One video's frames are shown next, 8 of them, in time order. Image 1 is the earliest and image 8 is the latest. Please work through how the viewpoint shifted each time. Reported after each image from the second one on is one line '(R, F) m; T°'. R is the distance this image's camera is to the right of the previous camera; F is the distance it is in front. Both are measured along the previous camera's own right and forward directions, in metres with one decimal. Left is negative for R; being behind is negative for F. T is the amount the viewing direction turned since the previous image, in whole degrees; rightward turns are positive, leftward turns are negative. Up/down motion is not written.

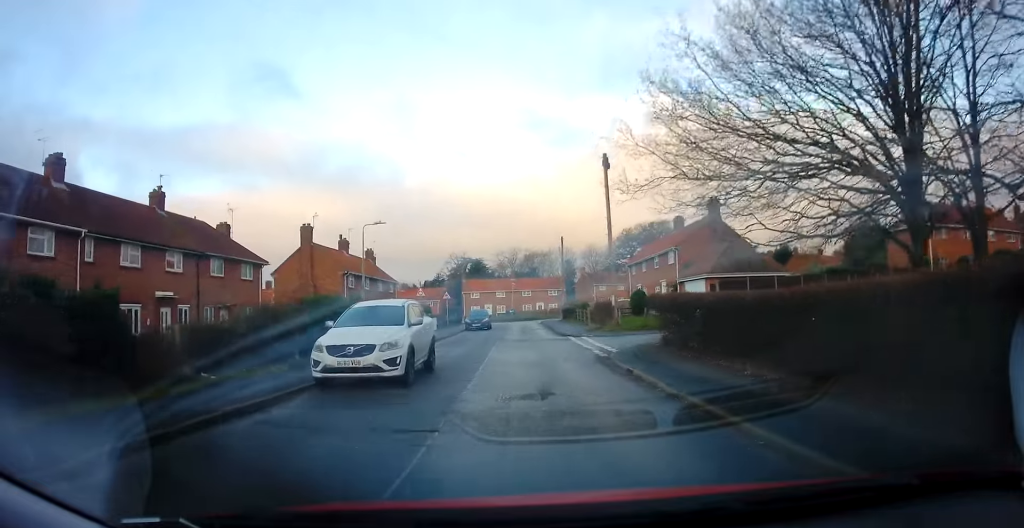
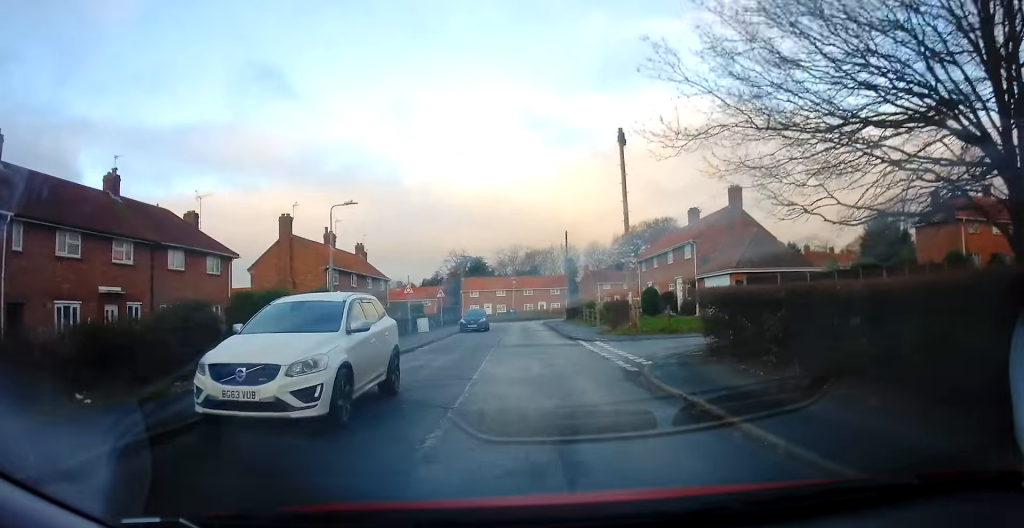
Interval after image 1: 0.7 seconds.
(-0.4, +4.1) m; 0°
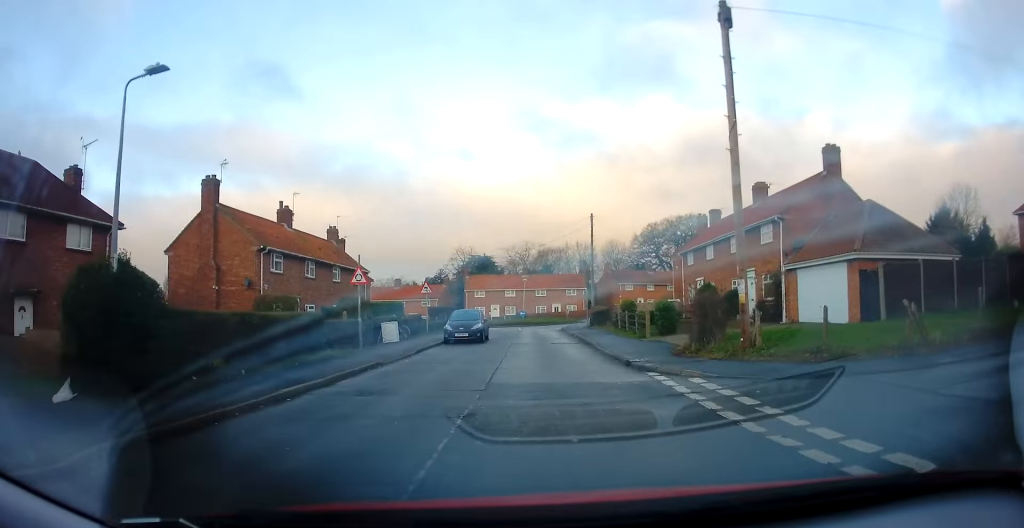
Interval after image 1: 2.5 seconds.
(+0.1, +11.1) m; -3°
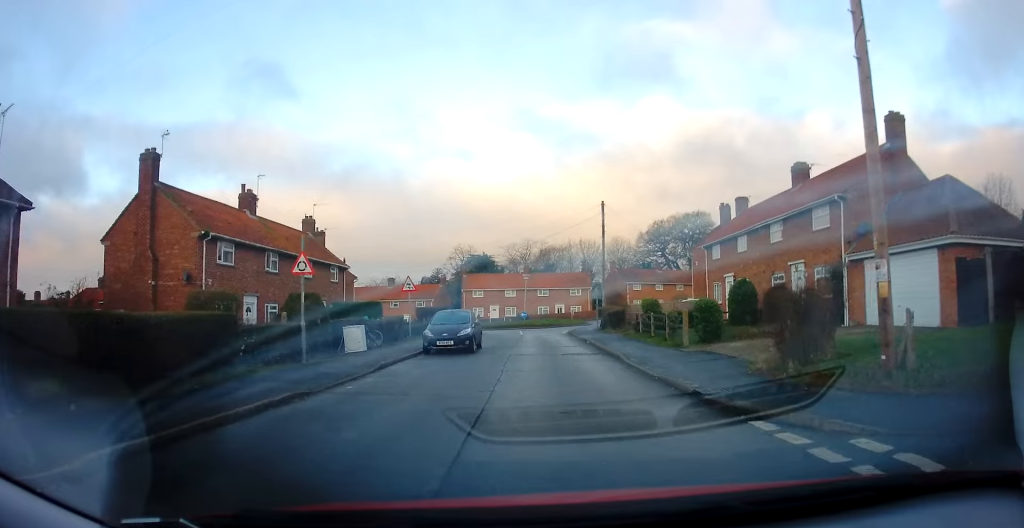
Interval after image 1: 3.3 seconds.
(-0.1, +5.3) m; -1°
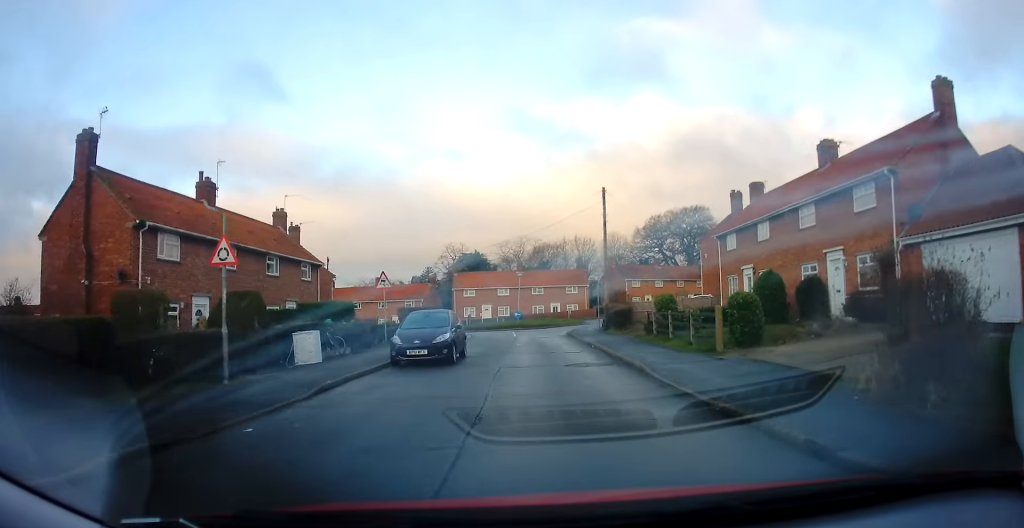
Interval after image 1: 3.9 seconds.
(0.0, +3.9) m; +1°
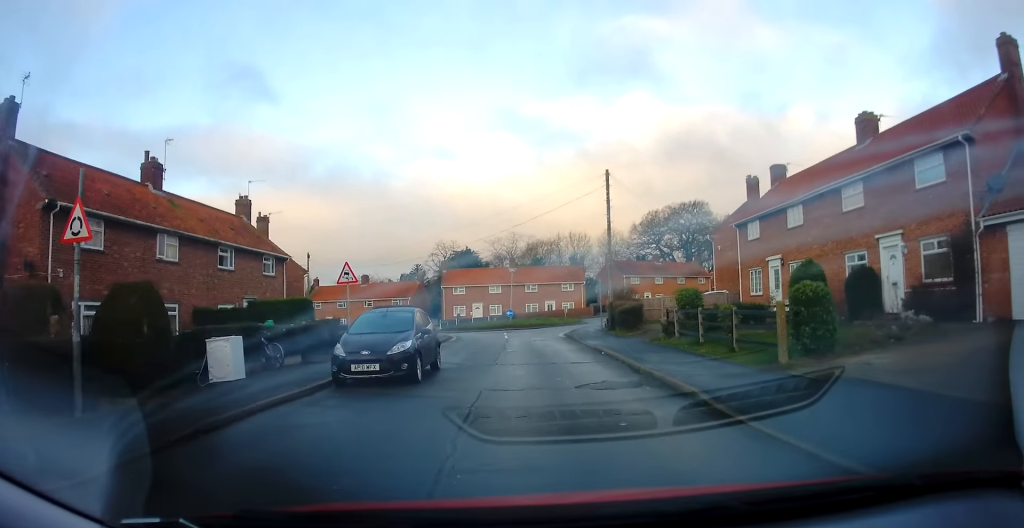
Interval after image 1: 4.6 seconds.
(0.0, +4.3) m; +3°
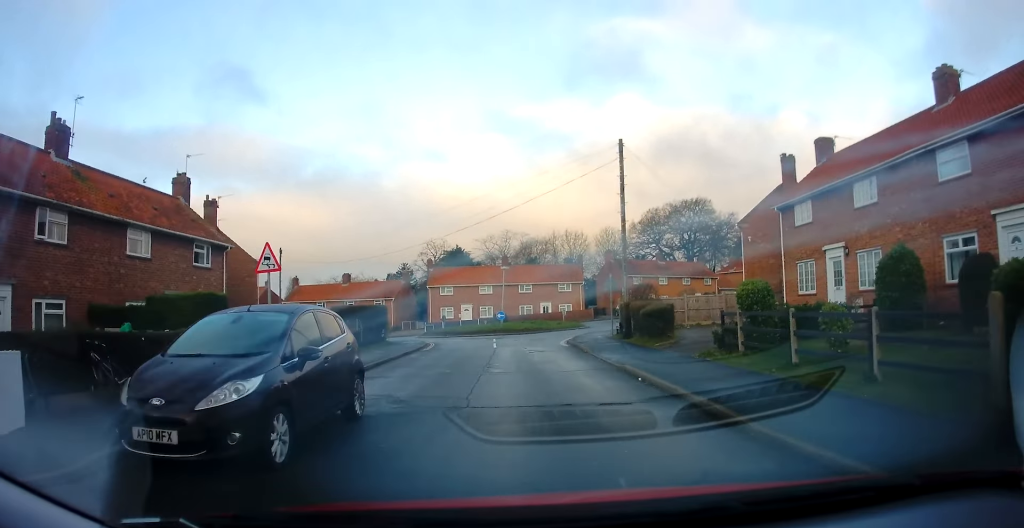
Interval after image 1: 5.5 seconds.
(+0.4, +6.1) m; +1°
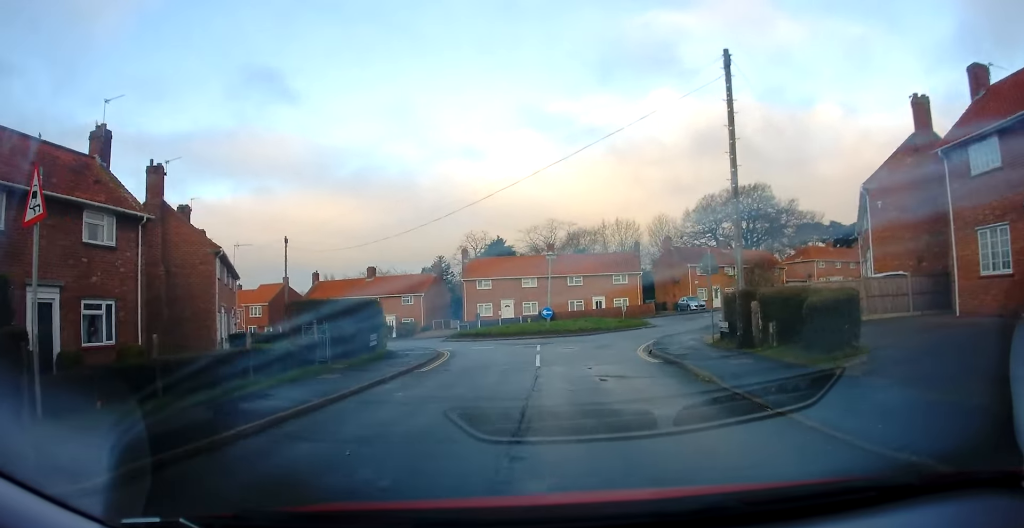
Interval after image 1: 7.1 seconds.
(-0.5, +9.2) m; -4°
